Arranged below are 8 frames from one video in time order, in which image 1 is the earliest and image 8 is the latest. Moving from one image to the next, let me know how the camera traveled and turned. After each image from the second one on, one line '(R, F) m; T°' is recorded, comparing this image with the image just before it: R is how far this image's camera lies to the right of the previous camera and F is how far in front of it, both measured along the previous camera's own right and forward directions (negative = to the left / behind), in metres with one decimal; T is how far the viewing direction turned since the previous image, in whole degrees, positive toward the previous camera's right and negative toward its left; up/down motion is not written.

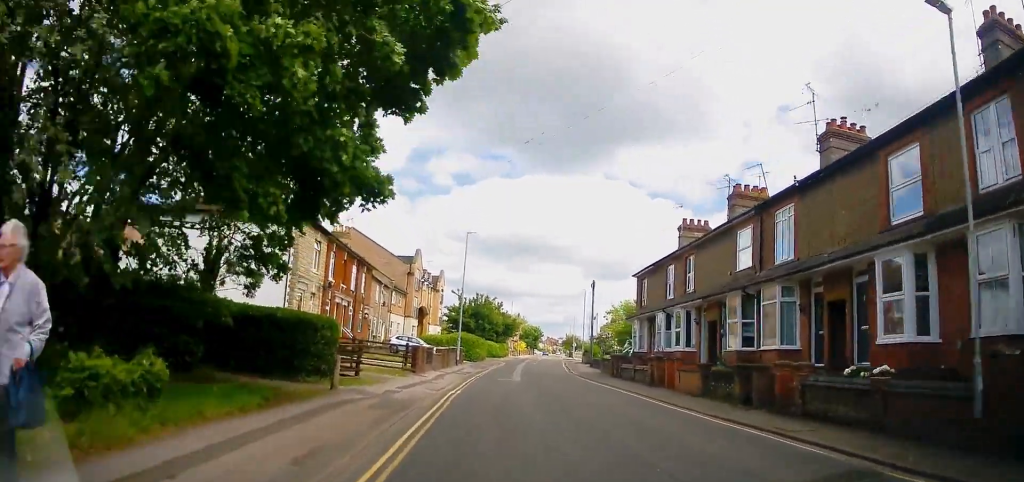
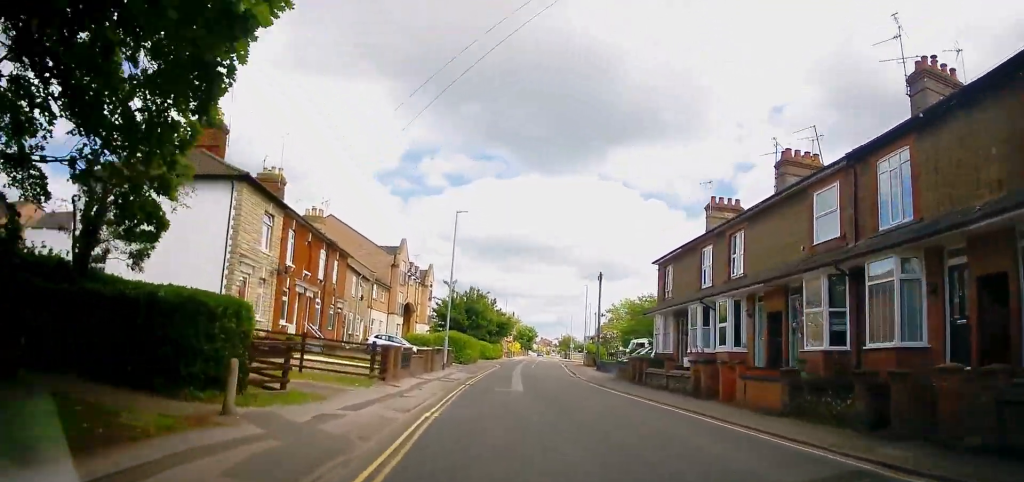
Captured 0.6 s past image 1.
(+0.3, +5.9) m; 0°
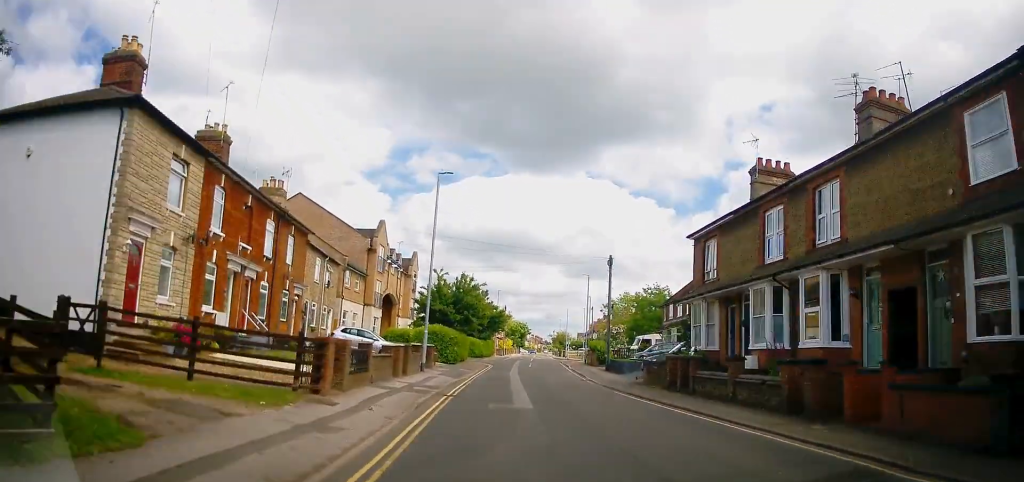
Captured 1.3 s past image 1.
(0.0, +6.7) m; -1°
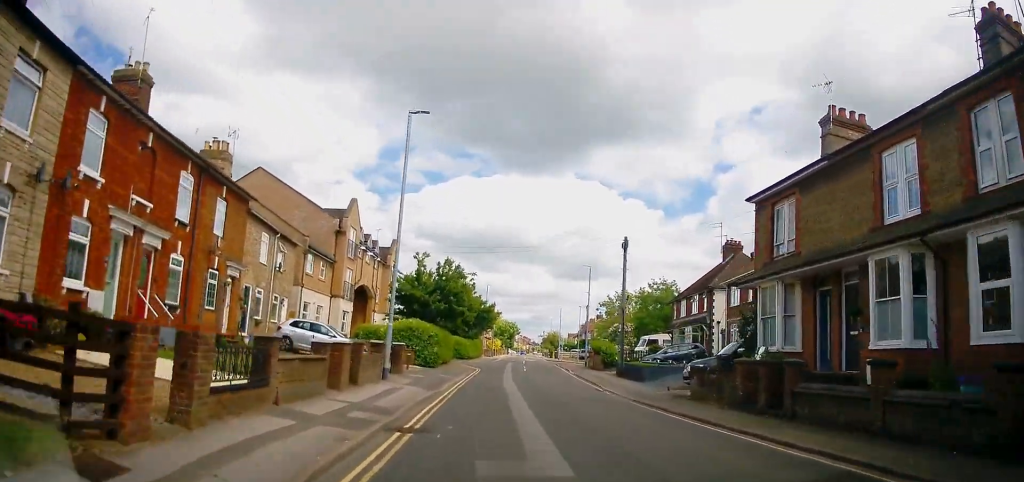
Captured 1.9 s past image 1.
(-0.2, +6.7) m; -2°
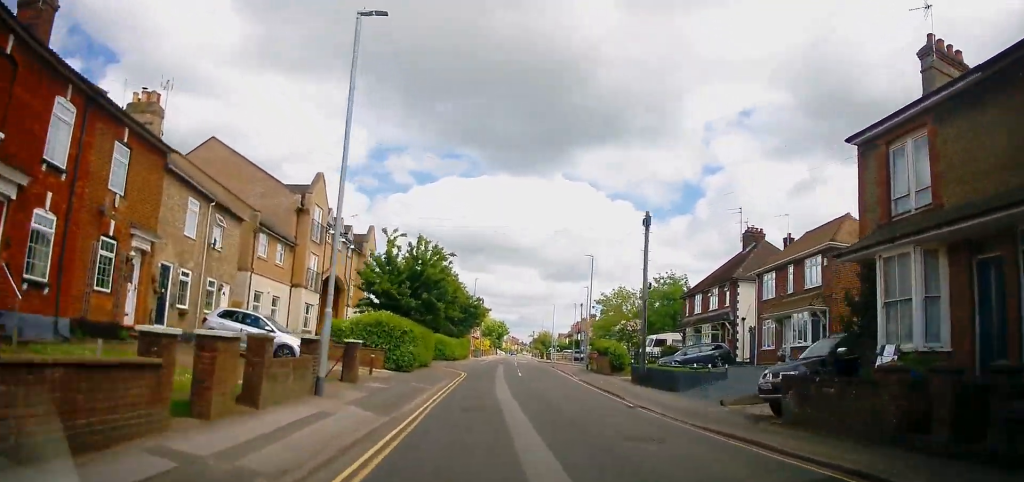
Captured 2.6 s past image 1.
(0.0, +6.4) m; +2°
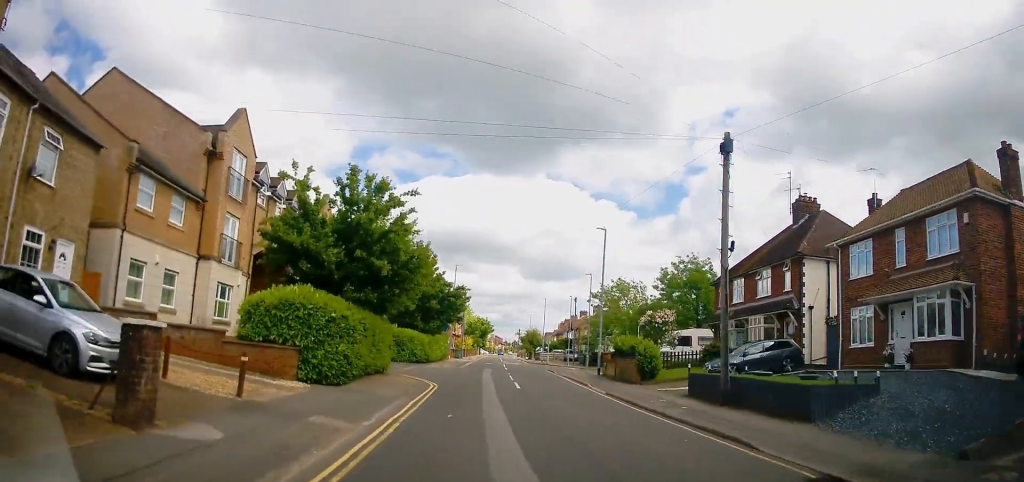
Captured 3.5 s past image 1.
(+0.3, +9.8) m; +3°
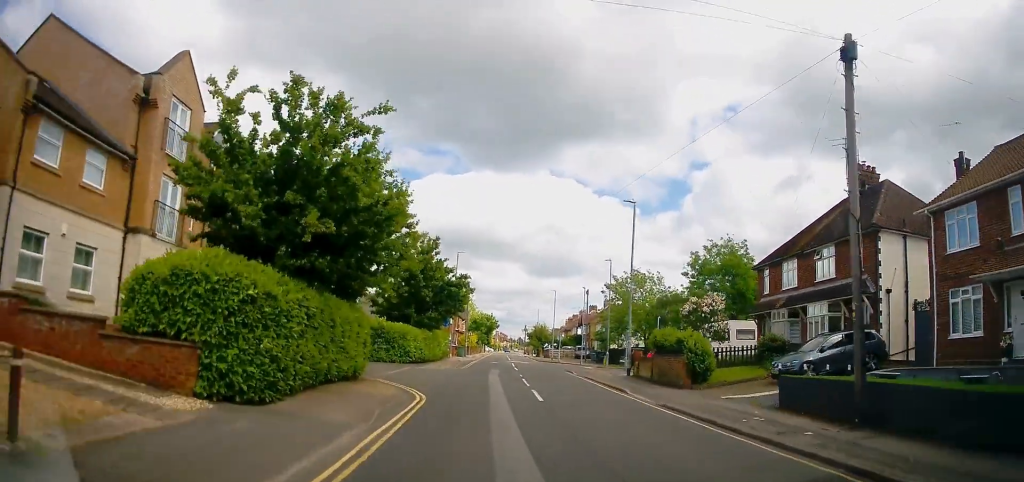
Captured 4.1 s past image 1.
(+0.1, +5.8) m; +1°
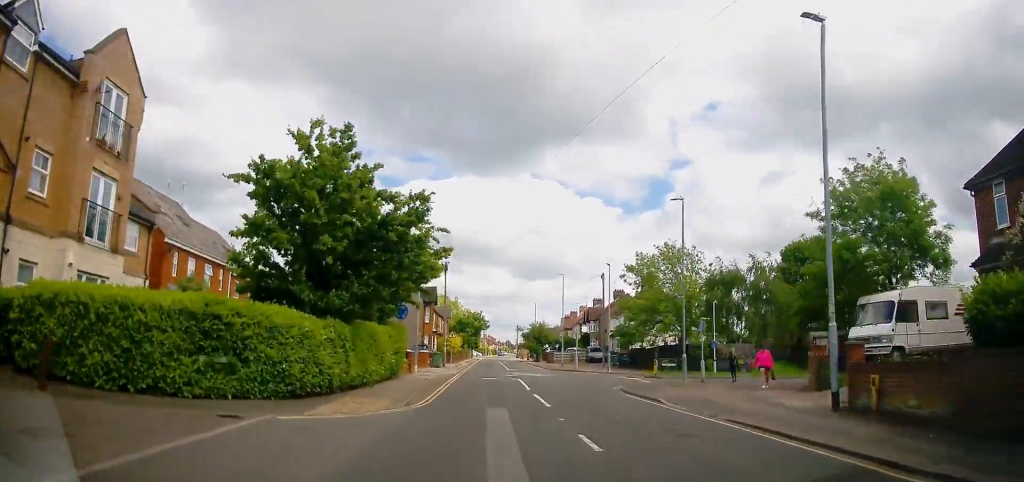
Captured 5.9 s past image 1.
(0.0, +18.2) m; 0°
